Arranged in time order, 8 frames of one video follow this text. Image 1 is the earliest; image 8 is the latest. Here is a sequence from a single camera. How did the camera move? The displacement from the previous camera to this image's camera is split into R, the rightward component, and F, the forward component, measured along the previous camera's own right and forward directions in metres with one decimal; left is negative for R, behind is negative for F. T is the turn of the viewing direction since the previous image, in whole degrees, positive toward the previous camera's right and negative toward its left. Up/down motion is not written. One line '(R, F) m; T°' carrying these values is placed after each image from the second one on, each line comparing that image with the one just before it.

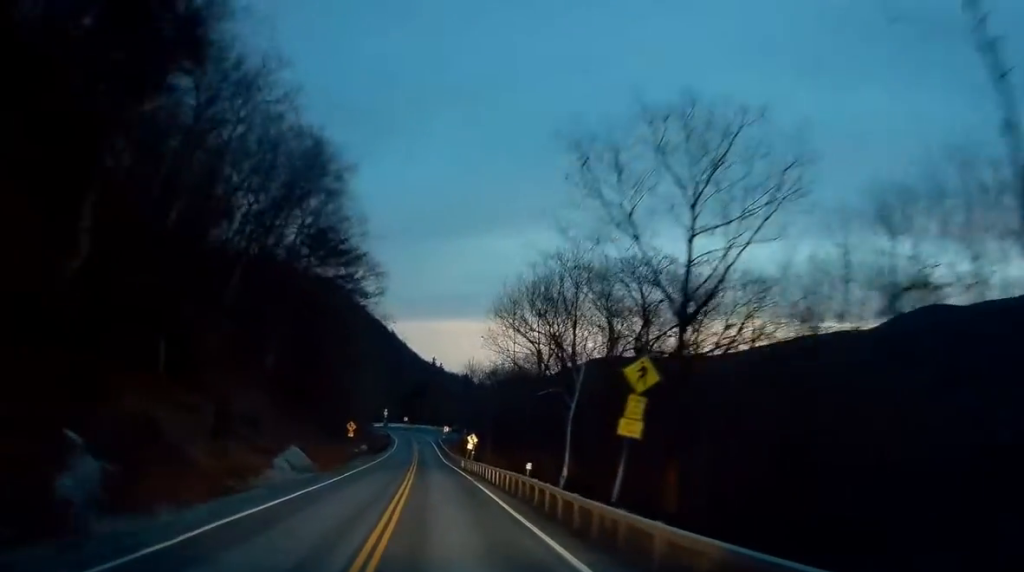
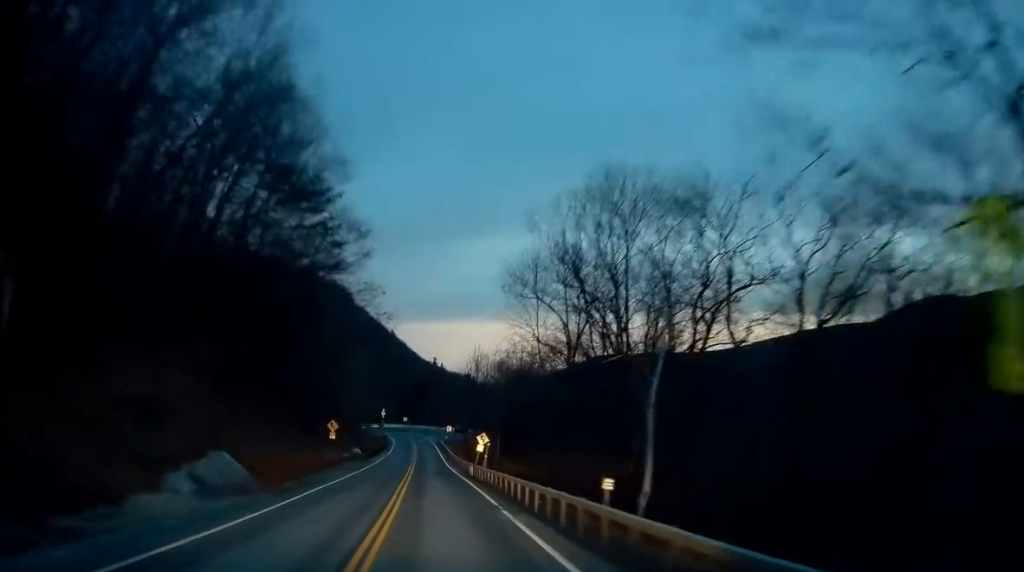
(-0.1, +12.0) m; -1°
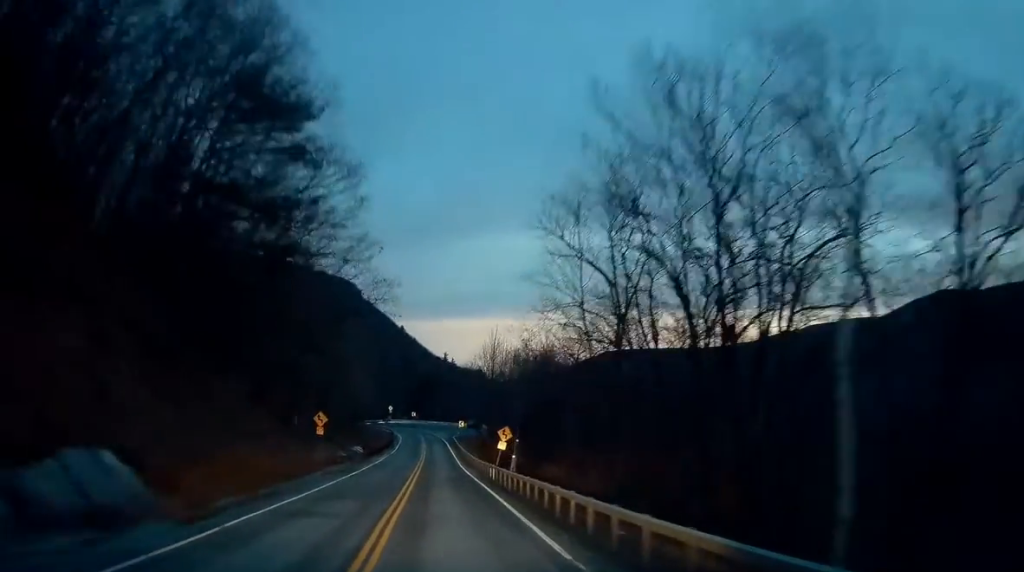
(0.0, +9.5) m; -1°
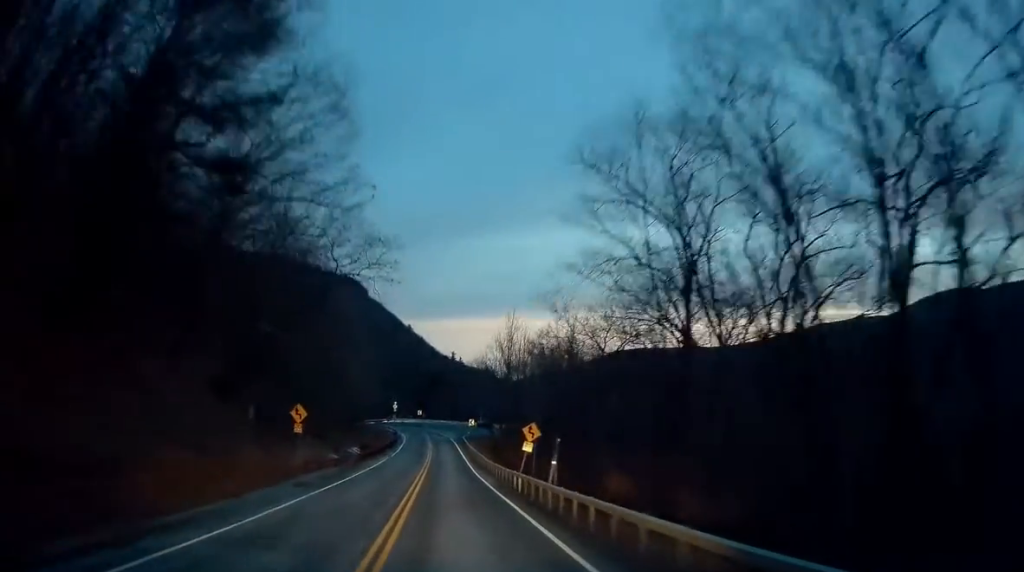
(-0.1, +8.4) m; -1°
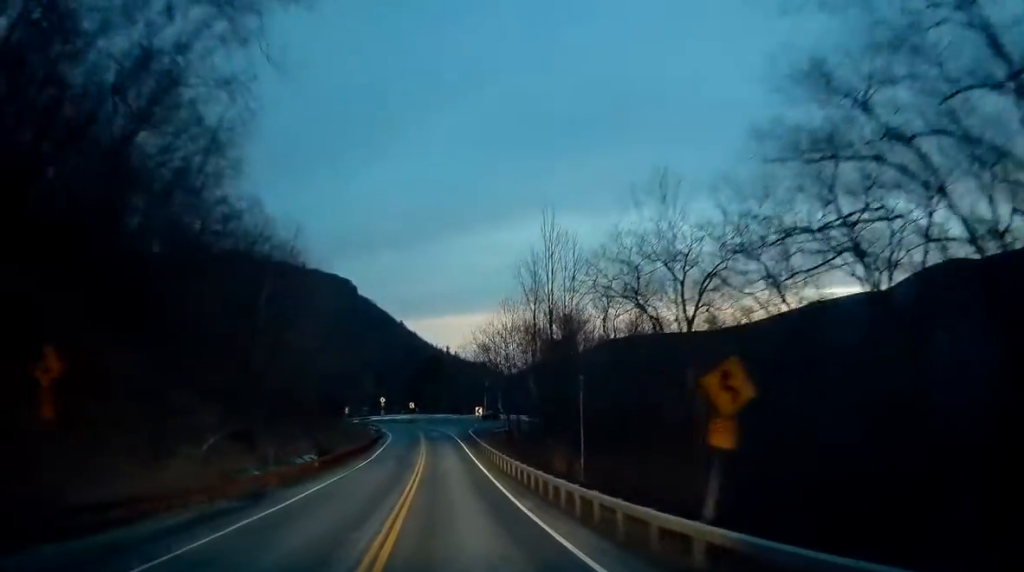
(-0.4, +22.4) m; -1°
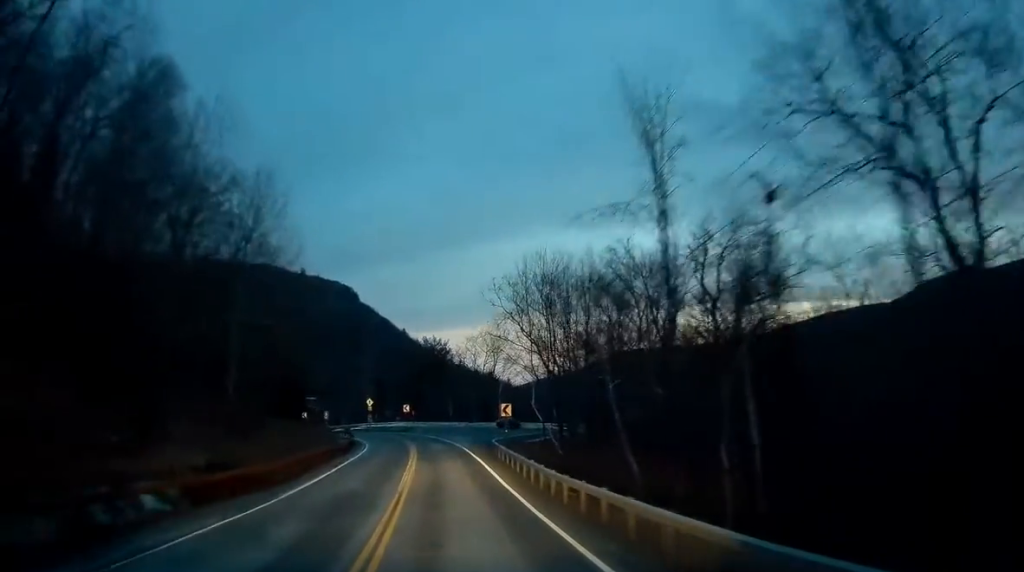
(0.0, +24.5) m; -1°
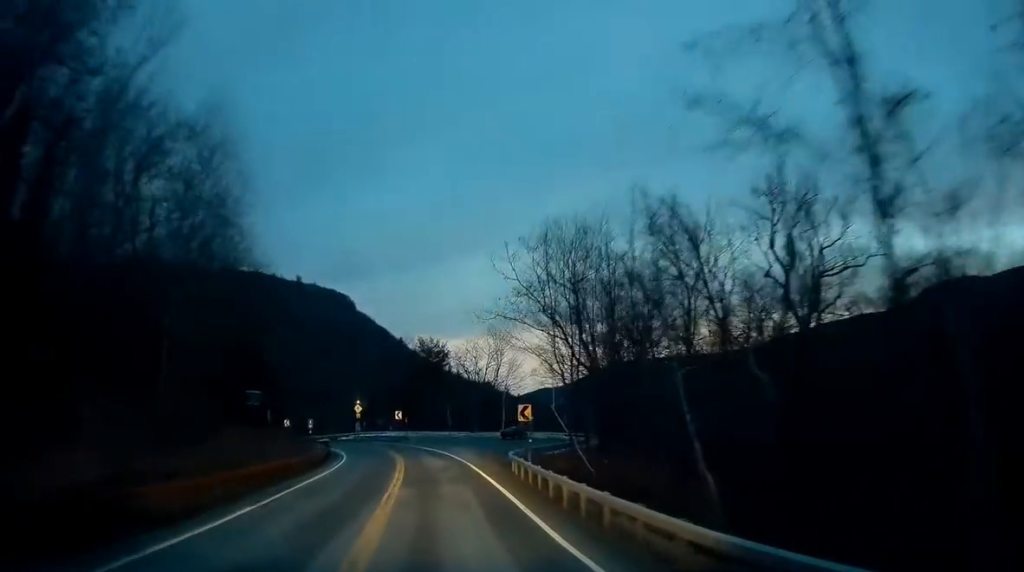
(-0.2, +9.9) m; +1°
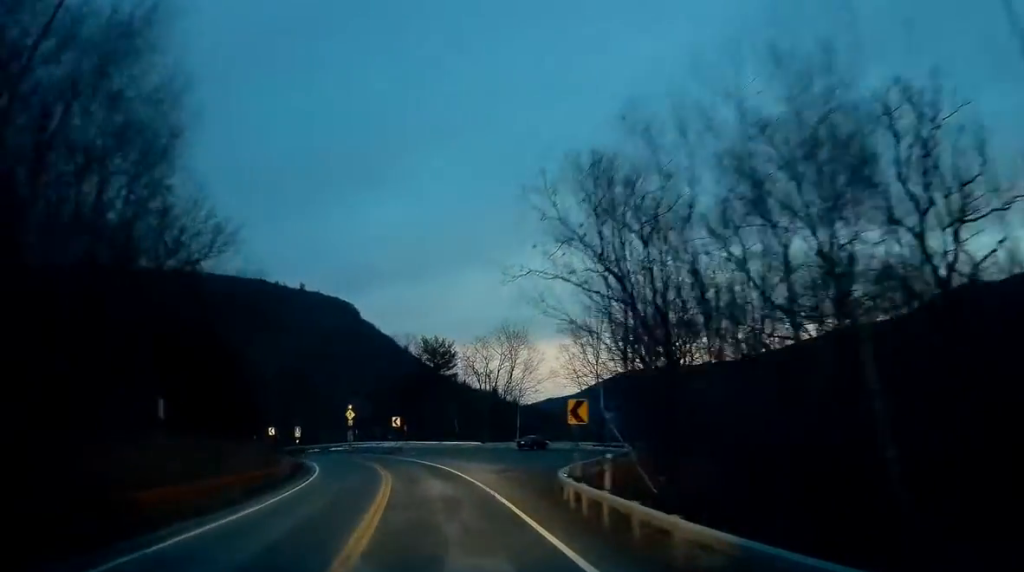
(+0.3, +10.8) m; 0°
